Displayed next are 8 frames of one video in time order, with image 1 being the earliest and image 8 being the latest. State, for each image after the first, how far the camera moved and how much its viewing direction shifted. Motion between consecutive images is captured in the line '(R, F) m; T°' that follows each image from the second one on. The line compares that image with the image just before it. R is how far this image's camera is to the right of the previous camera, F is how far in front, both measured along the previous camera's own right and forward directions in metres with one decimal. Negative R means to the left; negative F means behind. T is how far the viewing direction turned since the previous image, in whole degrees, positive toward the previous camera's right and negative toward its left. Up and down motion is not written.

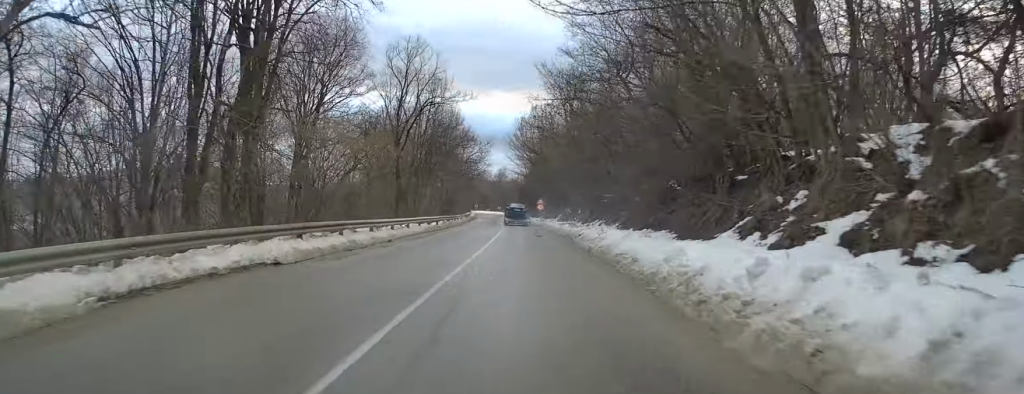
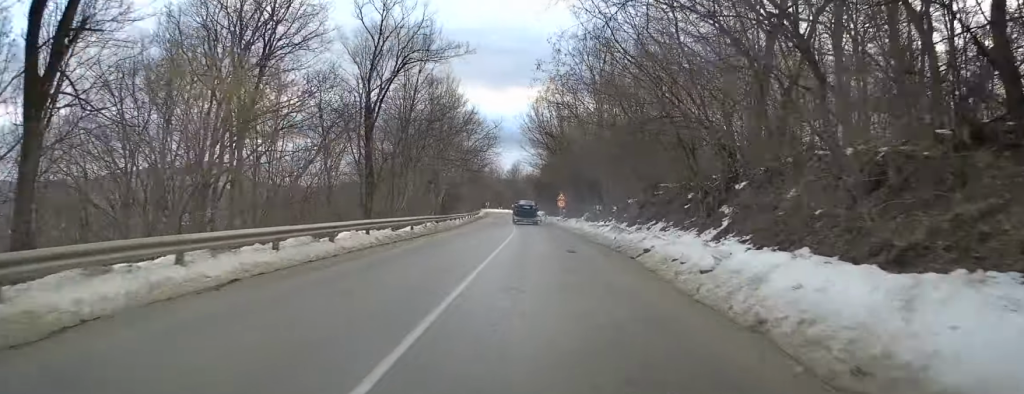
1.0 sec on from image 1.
(-0.3, +14.9) m; -2°
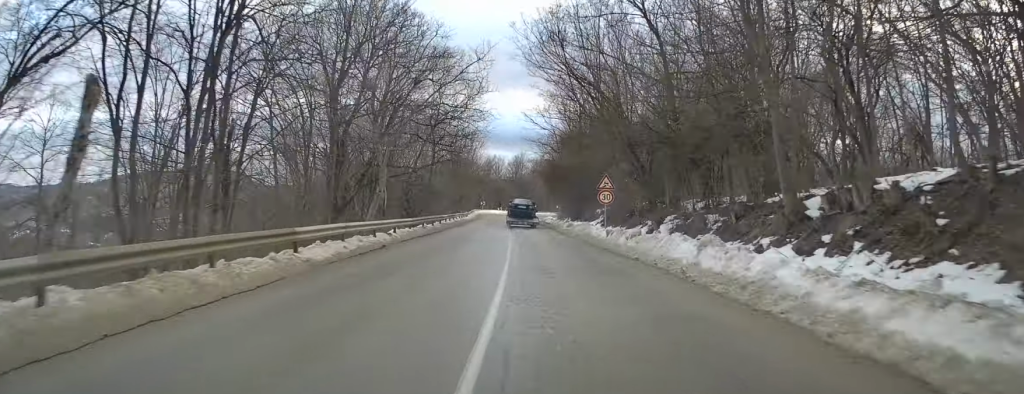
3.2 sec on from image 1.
(-0.6, +30.9) m; -1°
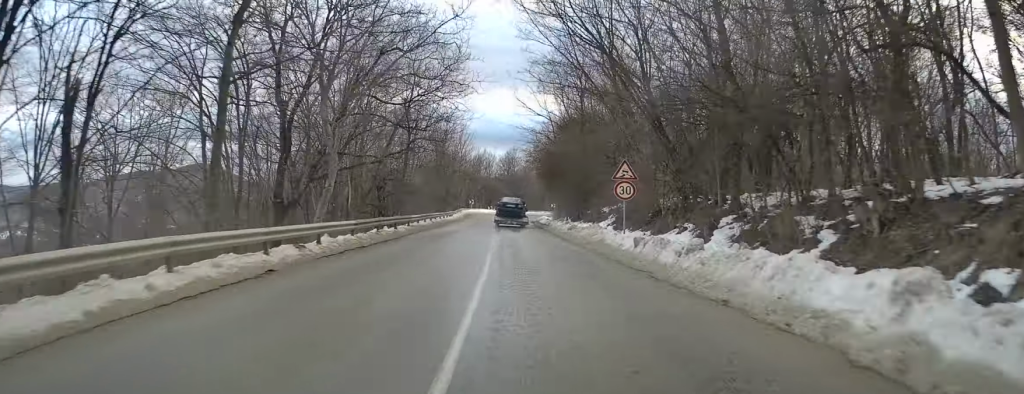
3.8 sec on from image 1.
(0.0, +8.2) m; 0°
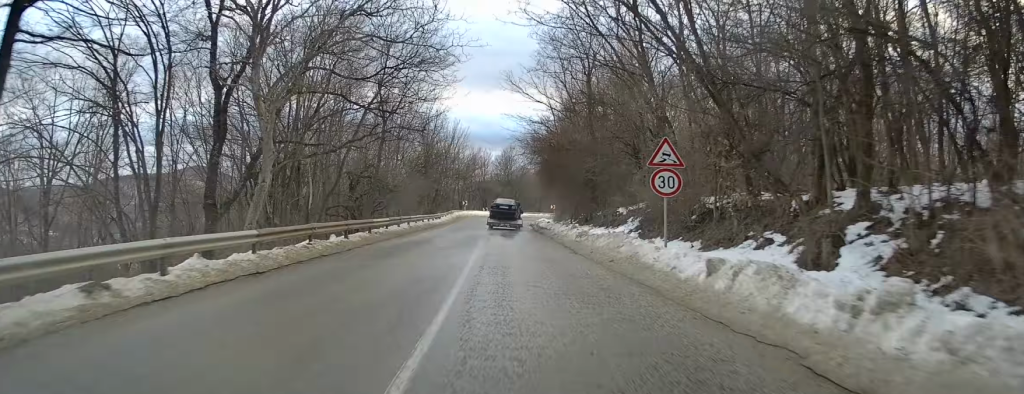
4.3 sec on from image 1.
(+0.1, +7.3) m; 0°
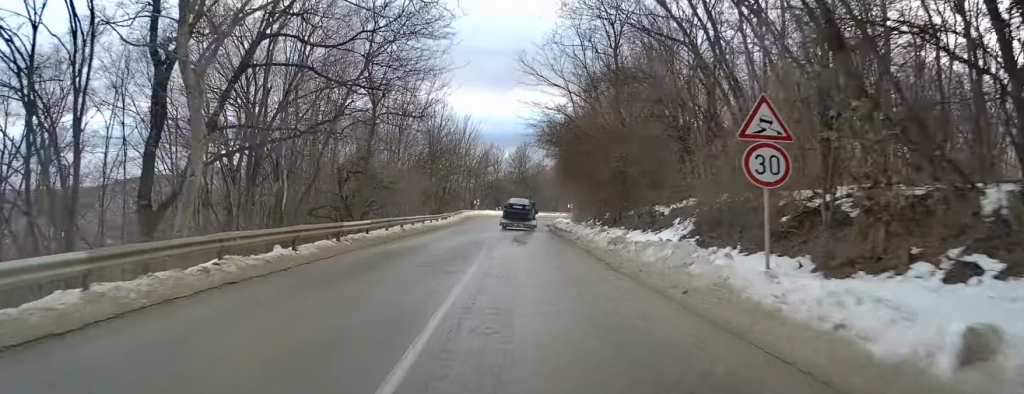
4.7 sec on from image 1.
(+0.1, +5.9) m; 0°
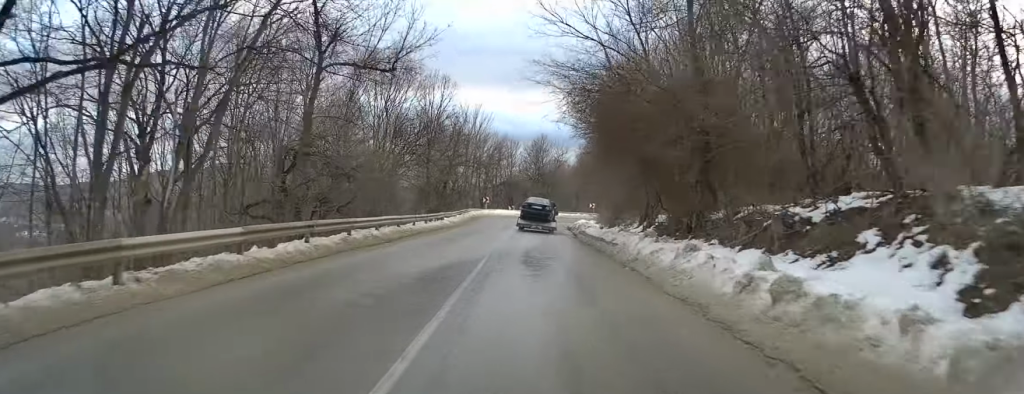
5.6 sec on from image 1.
(-0.3, +11.1) m; -1°
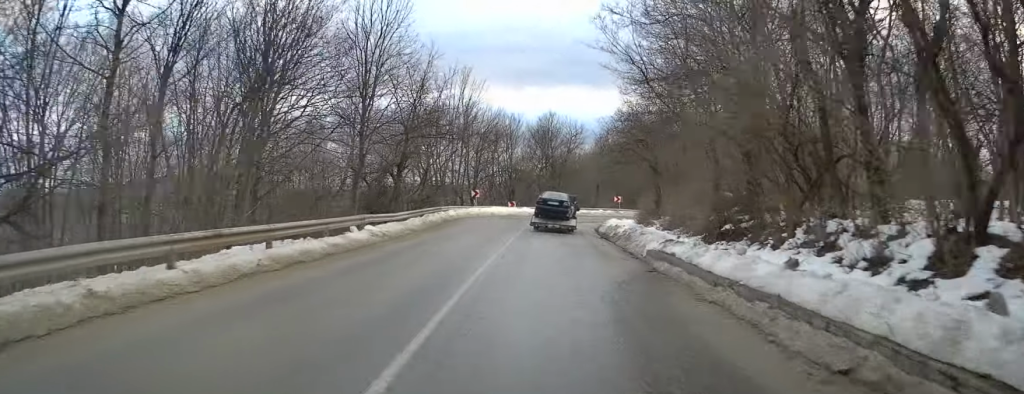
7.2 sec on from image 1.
(+0.2, +21.0) m; +1°
